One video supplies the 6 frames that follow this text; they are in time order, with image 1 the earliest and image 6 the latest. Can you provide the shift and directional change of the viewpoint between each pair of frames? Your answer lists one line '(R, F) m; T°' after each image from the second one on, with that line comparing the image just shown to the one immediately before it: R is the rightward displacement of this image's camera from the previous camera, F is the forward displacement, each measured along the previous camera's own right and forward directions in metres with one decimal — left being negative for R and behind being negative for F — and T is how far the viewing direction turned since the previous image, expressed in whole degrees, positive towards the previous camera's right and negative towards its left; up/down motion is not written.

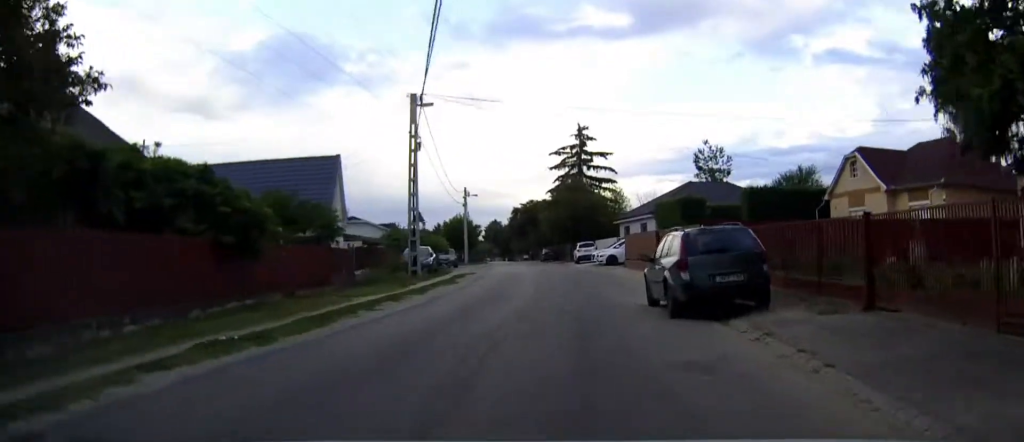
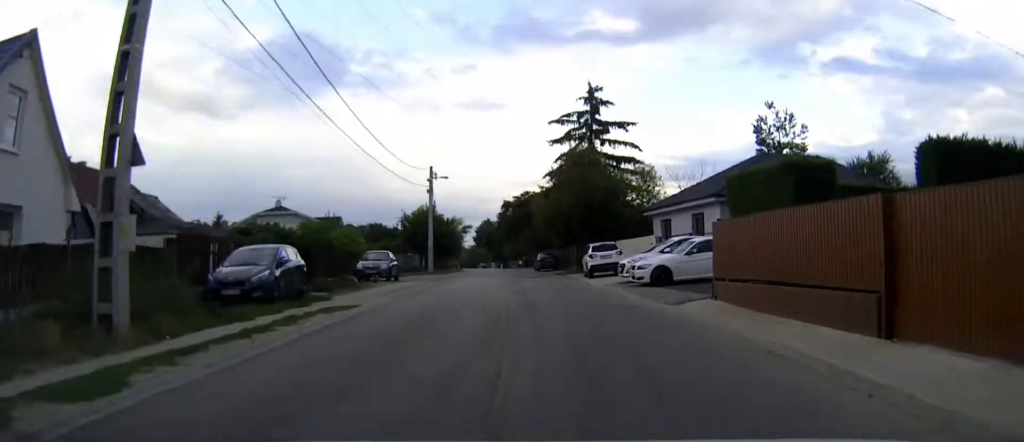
(-0.2, +21.3) m; -1°
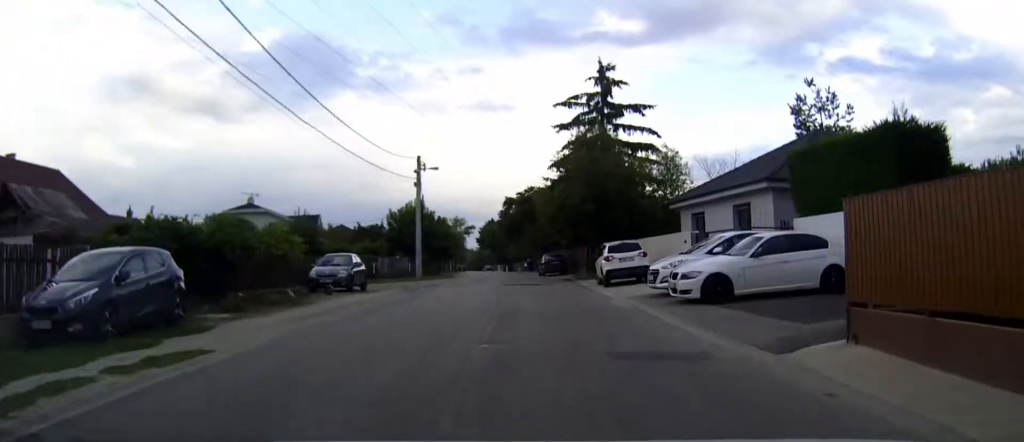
(0.0, +7.3) m; 0°
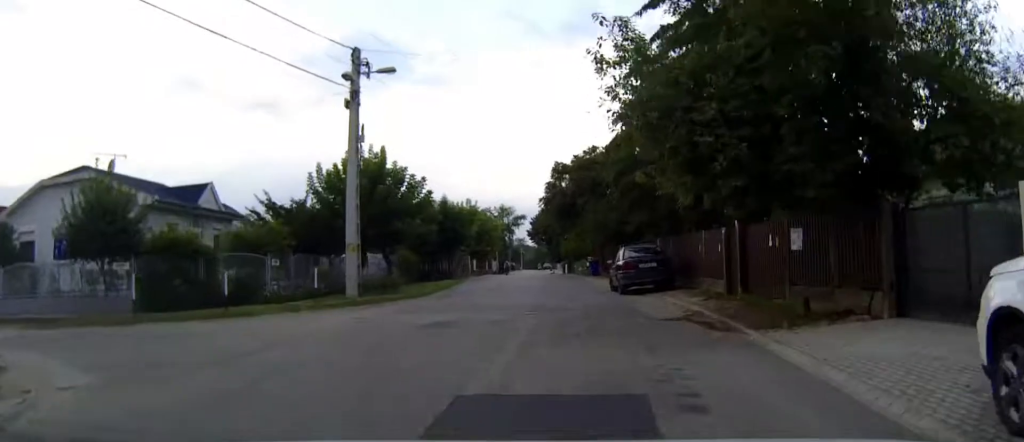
(-0.9, +25.4) m; -4°
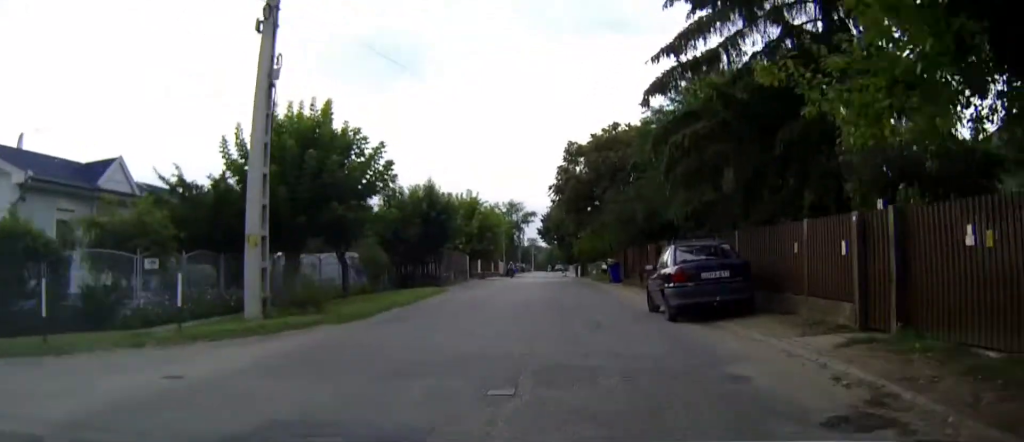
(-0.1, +8.1) m; -1°
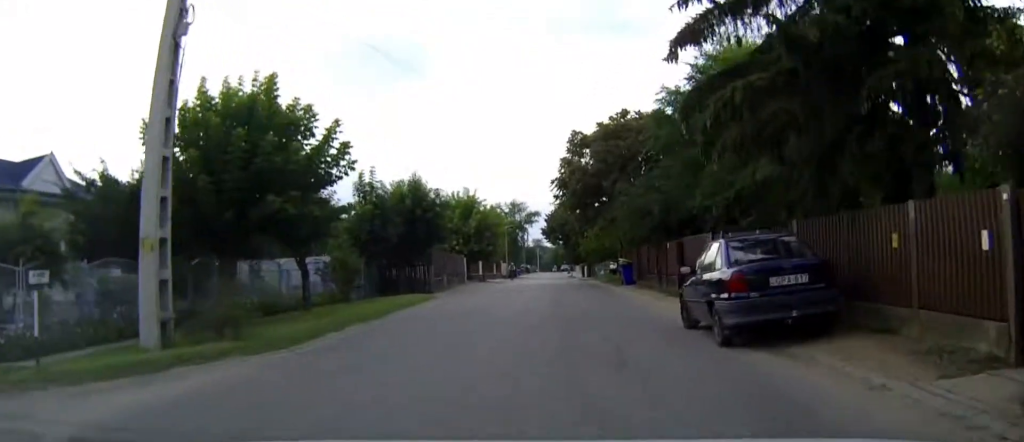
(0.0, +4.3) m; 0°
